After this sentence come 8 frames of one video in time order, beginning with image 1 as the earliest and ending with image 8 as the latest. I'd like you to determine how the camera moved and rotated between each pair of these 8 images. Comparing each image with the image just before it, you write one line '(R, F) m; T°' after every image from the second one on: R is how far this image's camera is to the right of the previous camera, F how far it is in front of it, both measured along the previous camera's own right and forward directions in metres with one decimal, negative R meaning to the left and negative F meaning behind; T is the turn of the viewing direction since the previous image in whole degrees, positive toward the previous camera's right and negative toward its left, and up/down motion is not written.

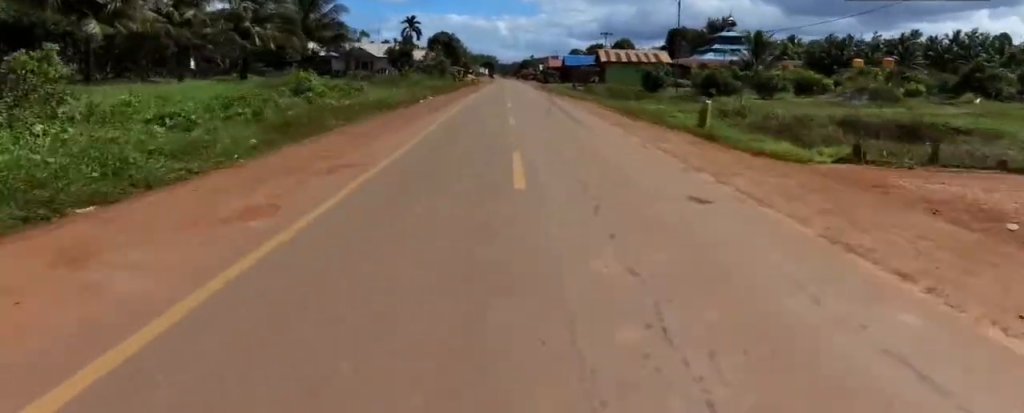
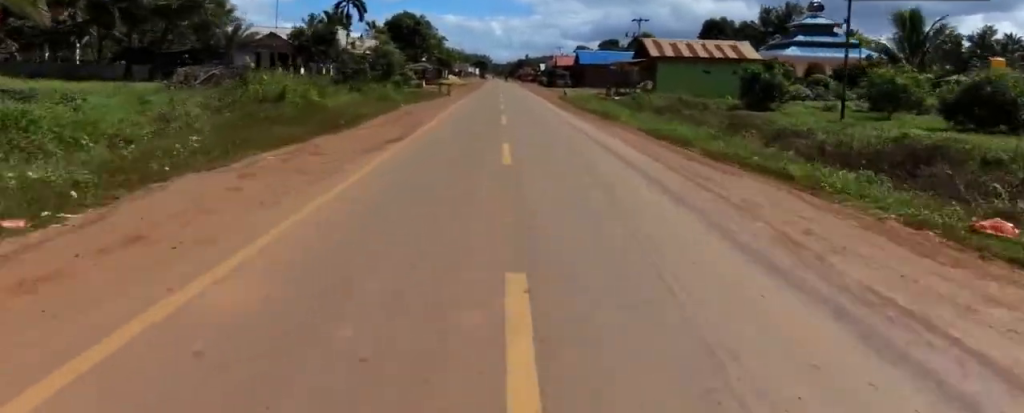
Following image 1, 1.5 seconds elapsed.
(-0.1, +29.8) m; +3°
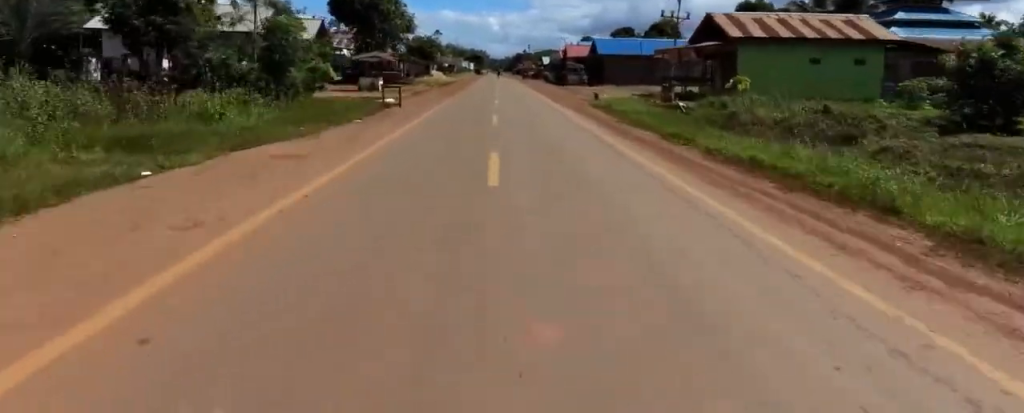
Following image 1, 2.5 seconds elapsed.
(+0.9, +19.1) m; +3°
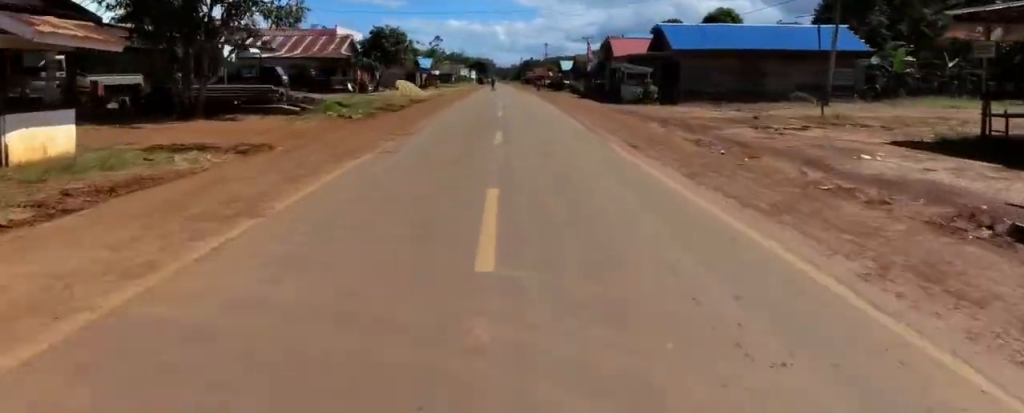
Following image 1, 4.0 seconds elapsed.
(-0.2, +27.4) m; -4°
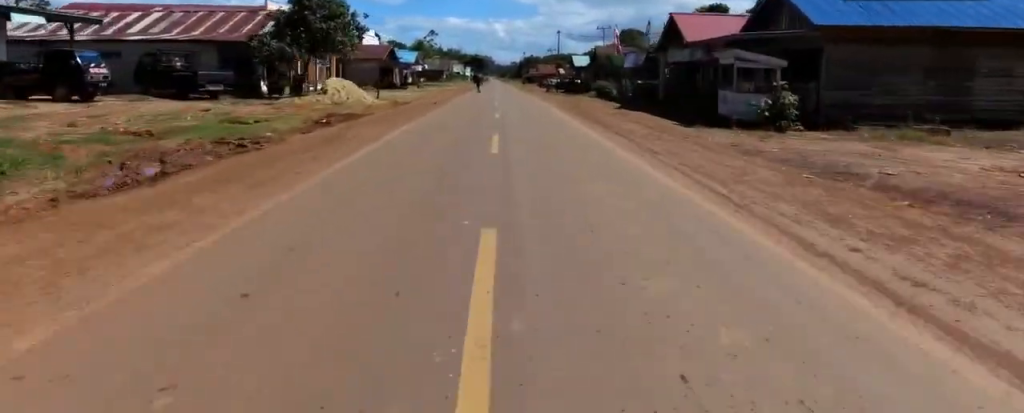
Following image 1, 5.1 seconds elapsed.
(-0.6, +17.7) m; -5°
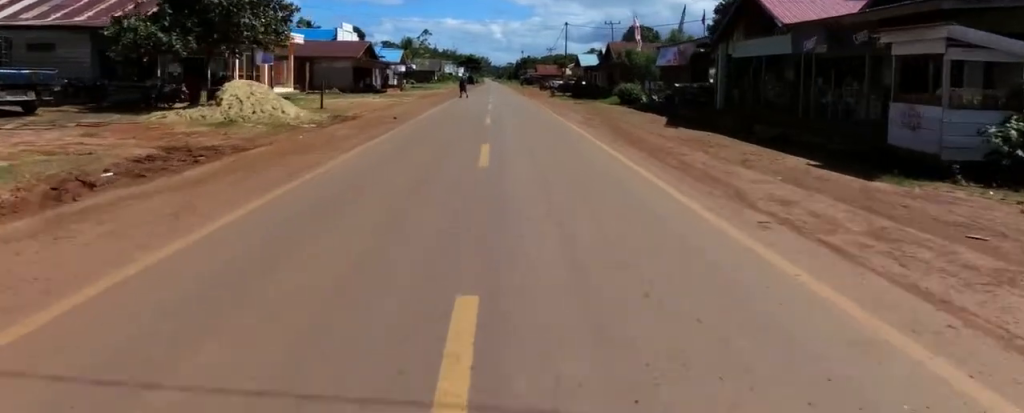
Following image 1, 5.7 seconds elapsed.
(-0.5, +10.2) m; +2°
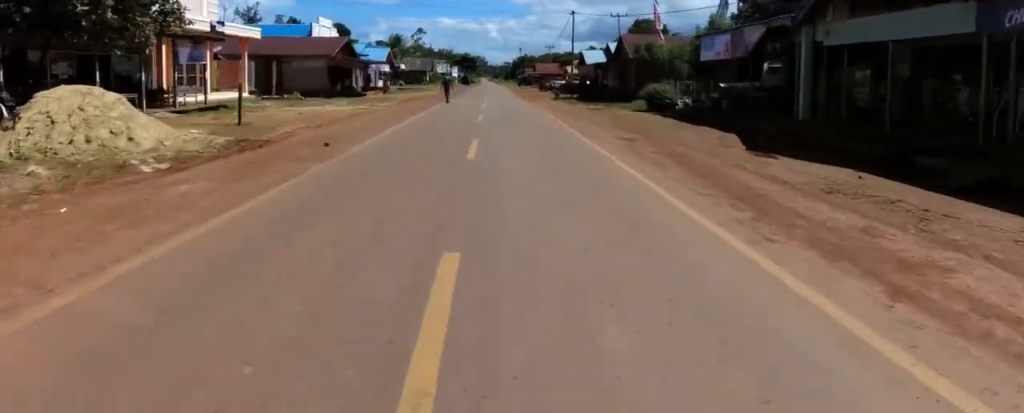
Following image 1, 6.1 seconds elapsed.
(-0.6, +6.9) m; +1°
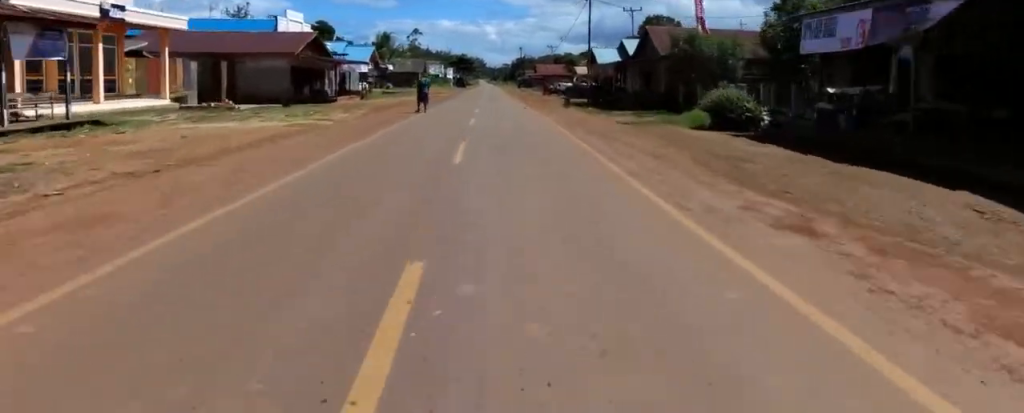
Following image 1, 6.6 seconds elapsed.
(+0.9, +7.8) m; +3°
